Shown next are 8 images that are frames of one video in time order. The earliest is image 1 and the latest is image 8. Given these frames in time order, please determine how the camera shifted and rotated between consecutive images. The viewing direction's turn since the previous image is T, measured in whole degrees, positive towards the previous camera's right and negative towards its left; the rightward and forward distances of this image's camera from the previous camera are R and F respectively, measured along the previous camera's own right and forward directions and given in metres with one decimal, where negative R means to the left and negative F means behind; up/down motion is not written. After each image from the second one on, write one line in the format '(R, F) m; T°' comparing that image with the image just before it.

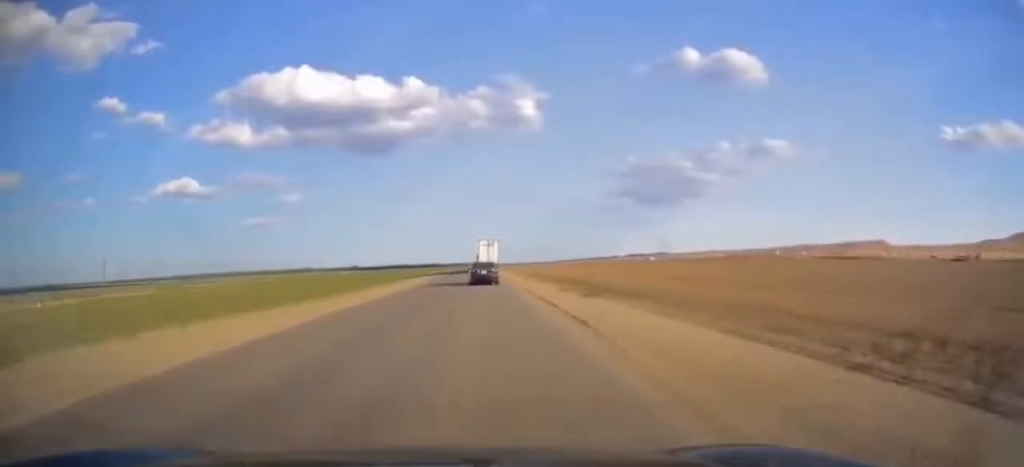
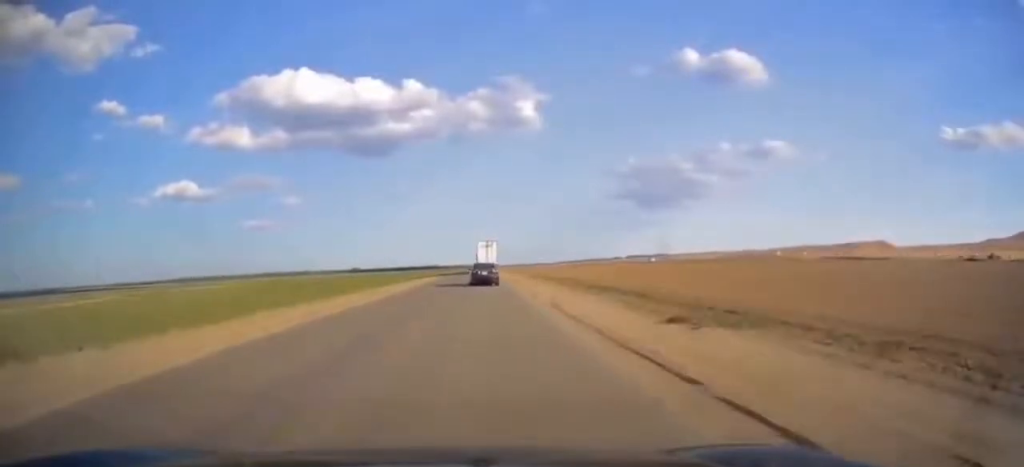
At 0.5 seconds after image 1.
(-0.2, +13.3) m; -1°
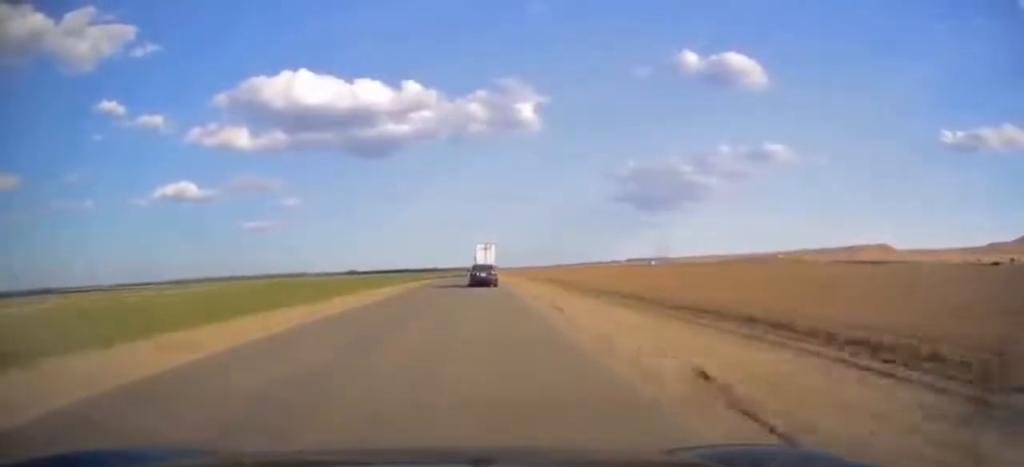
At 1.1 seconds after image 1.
(-0.1, +15.2) m; 0°
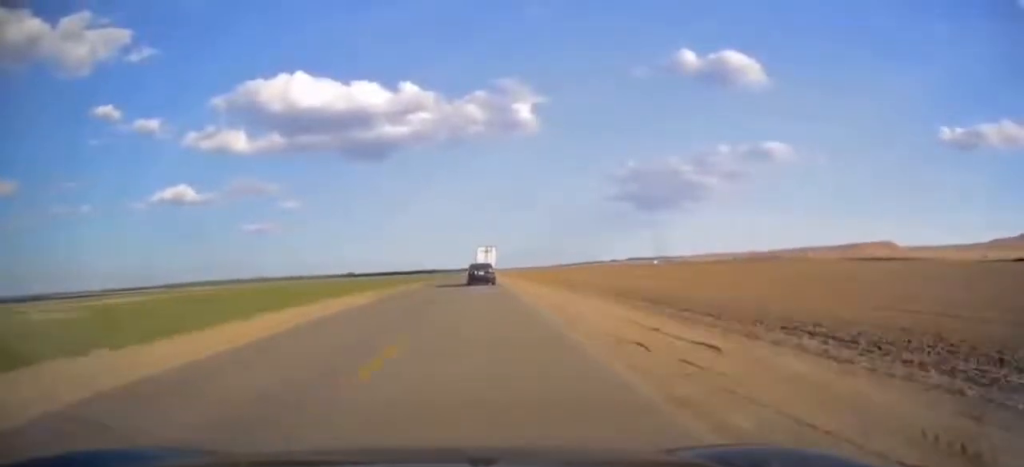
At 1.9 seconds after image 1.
(-0.2, +21.7) m; 0°
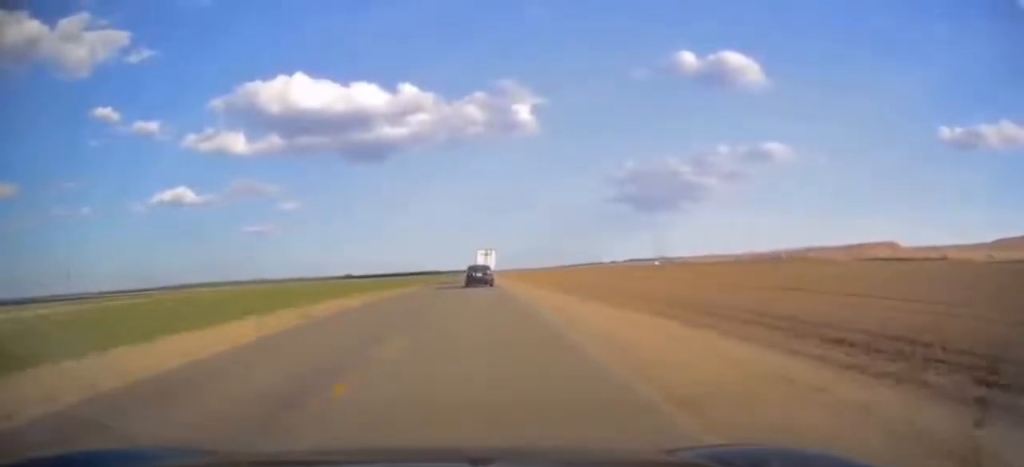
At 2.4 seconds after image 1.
(+0.2, +15.5) m; +1°
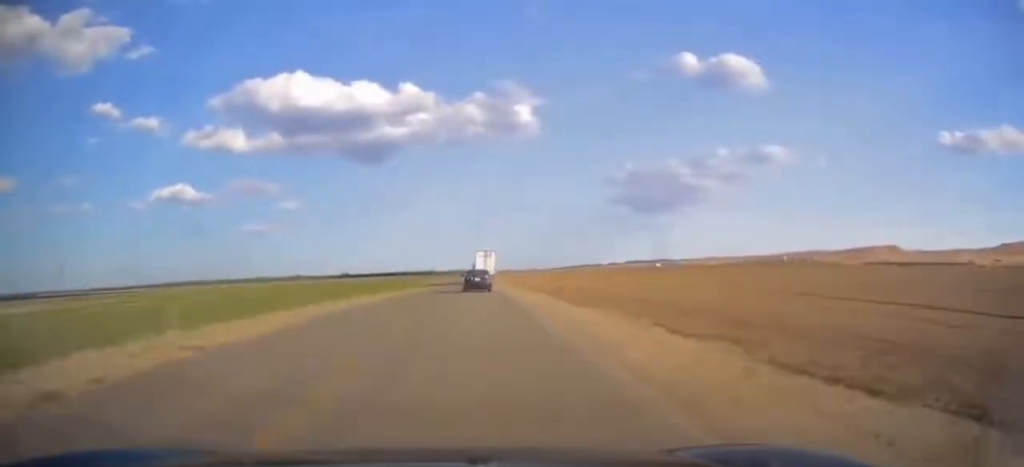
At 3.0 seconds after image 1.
(+0.1, +16.4) m; +1°
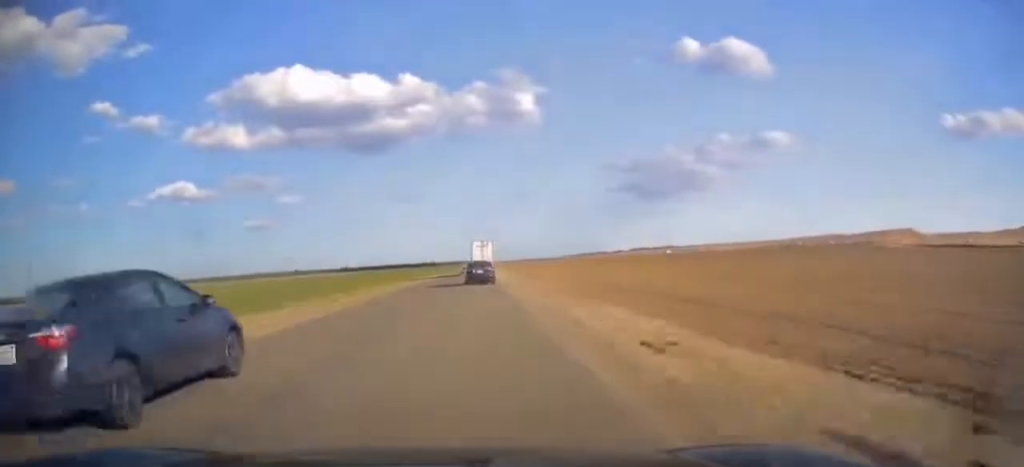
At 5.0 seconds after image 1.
(0.0, +55.2) m; -1°
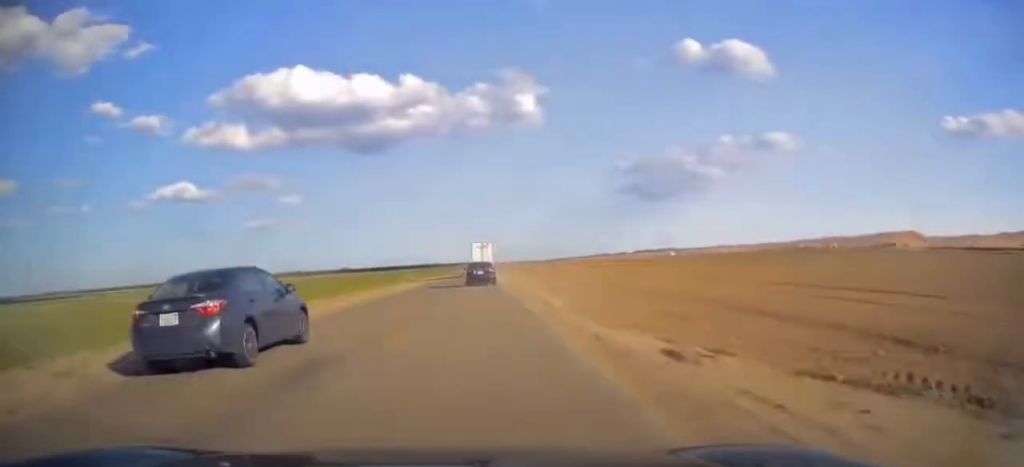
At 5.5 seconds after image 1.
(-0.1, +12.1) m; 0°
